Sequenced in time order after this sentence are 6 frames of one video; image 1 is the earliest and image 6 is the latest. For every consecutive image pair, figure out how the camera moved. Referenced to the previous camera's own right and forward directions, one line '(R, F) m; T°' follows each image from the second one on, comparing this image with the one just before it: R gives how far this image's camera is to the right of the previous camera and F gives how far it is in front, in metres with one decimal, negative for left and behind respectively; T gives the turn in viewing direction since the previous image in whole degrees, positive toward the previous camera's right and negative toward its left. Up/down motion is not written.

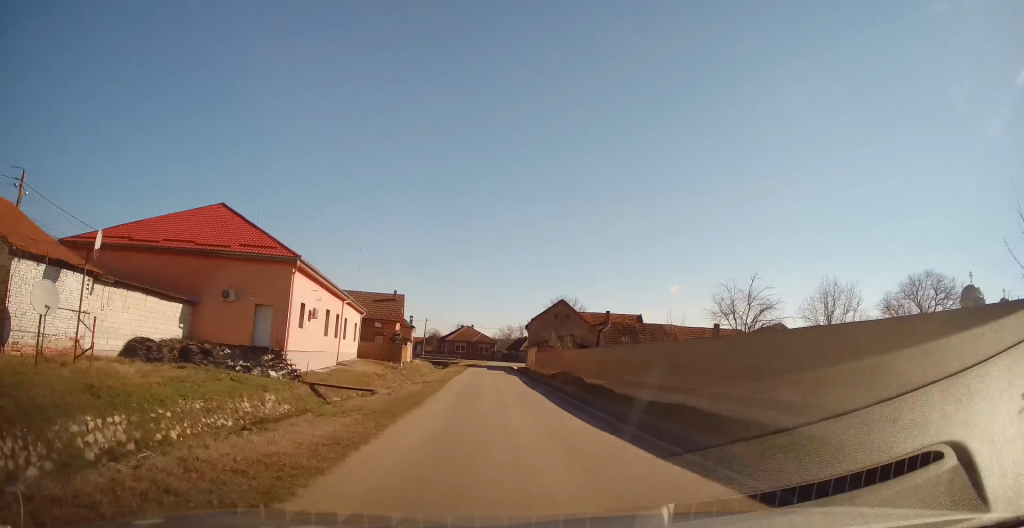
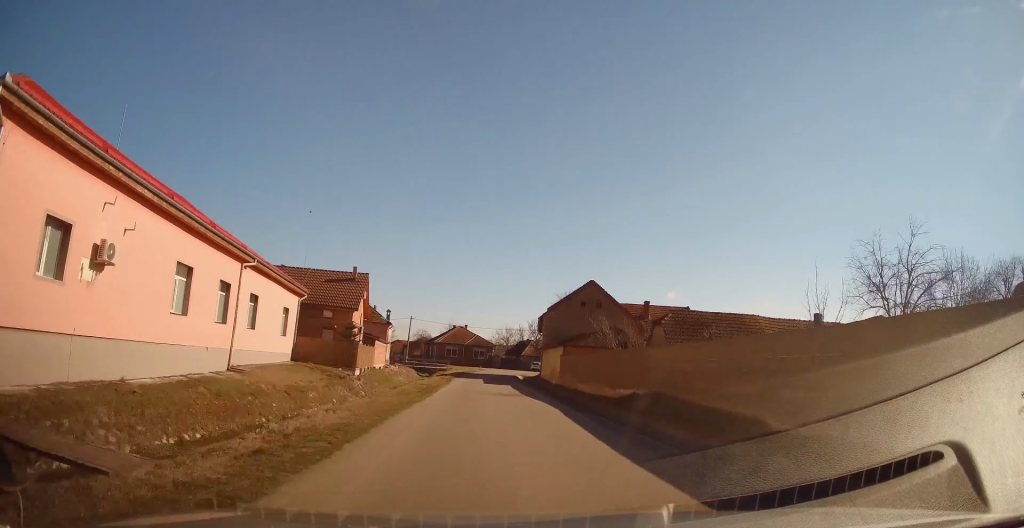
(+0.6, +18.5) m; 0°
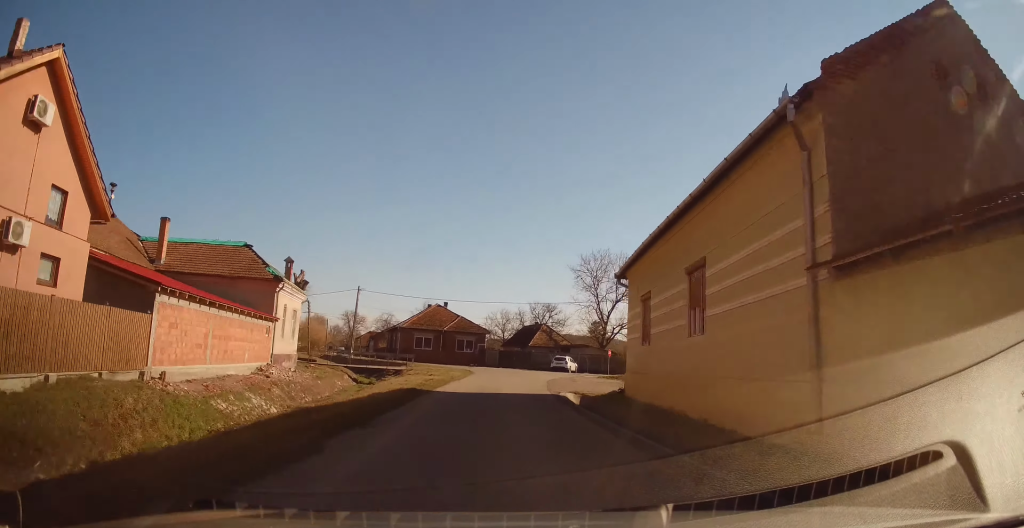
(+0.6, +35.2) m; +3°
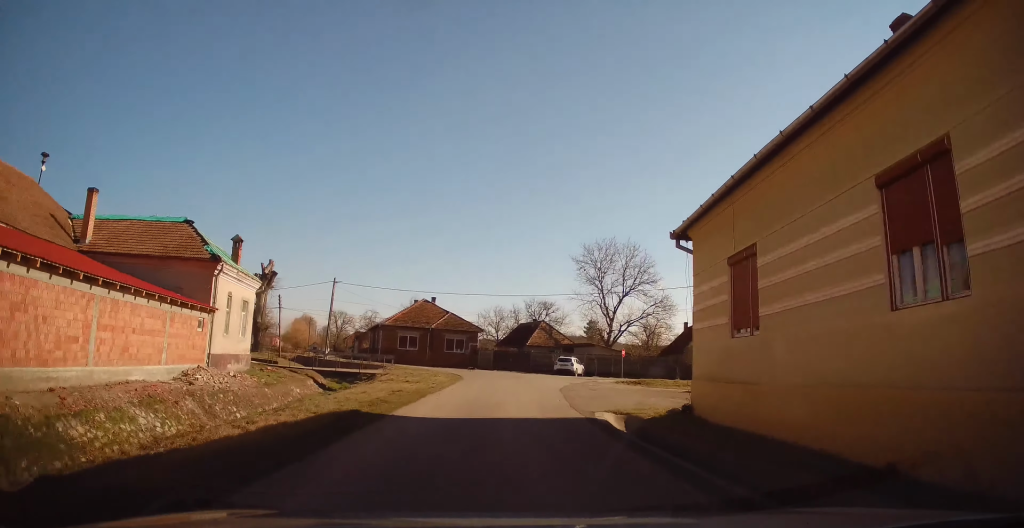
(0.0, +7.6) m; 0°
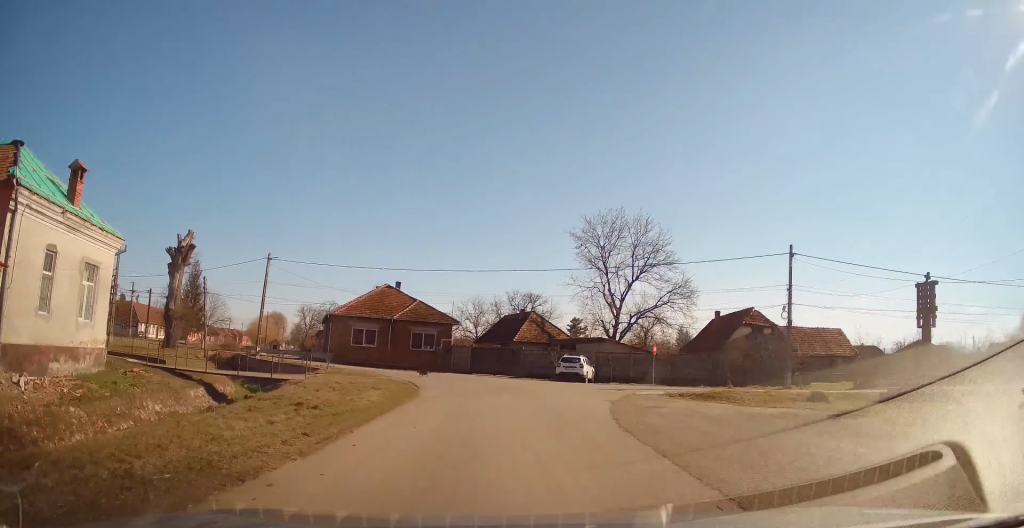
(+0.1, +13.5) m; +4°
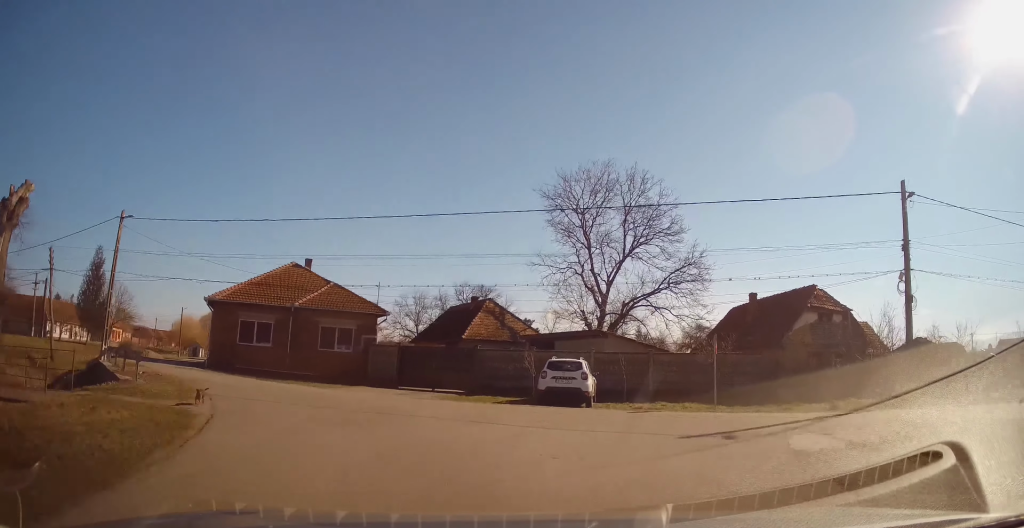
(+0.7, +15.8) m; +3°
